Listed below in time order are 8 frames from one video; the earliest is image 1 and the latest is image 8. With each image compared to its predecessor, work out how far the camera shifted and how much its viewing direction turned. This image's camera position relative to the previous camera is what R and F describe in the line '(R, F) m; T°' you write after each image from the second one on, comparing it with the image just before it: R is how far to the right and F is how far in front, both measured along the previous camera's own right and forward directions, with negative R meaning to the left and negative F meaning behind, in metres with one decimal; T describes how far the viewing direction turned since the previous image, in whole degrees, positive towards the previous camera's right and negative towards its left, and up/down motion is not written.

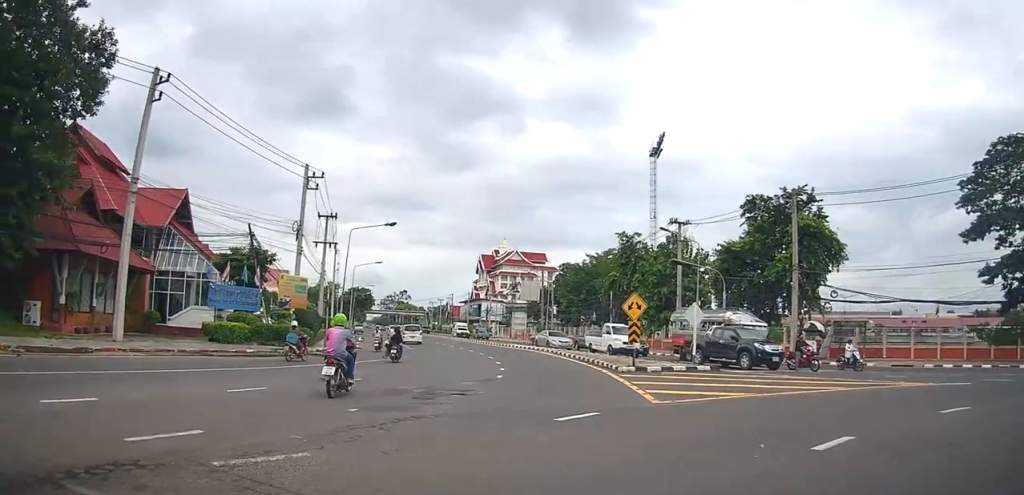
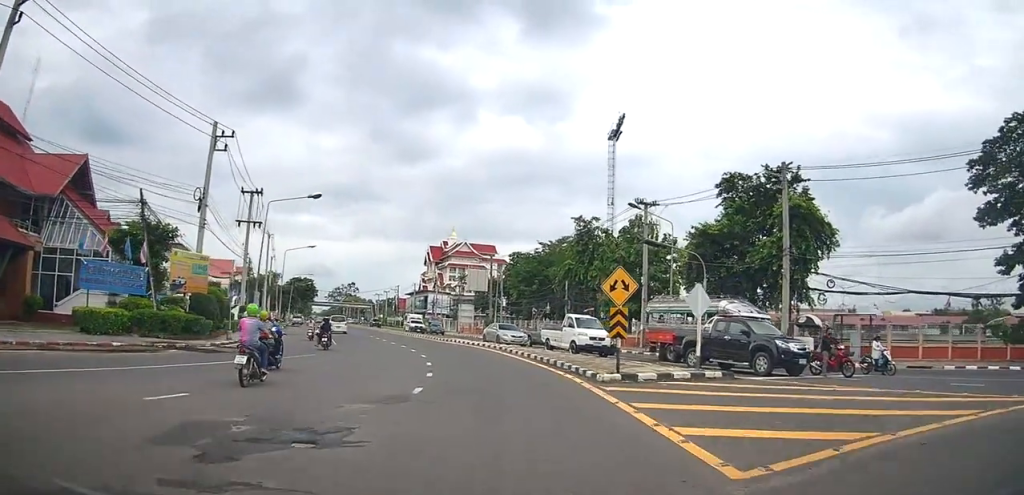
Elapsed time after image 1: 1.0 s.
(+0.3, +6.4) m; +4°
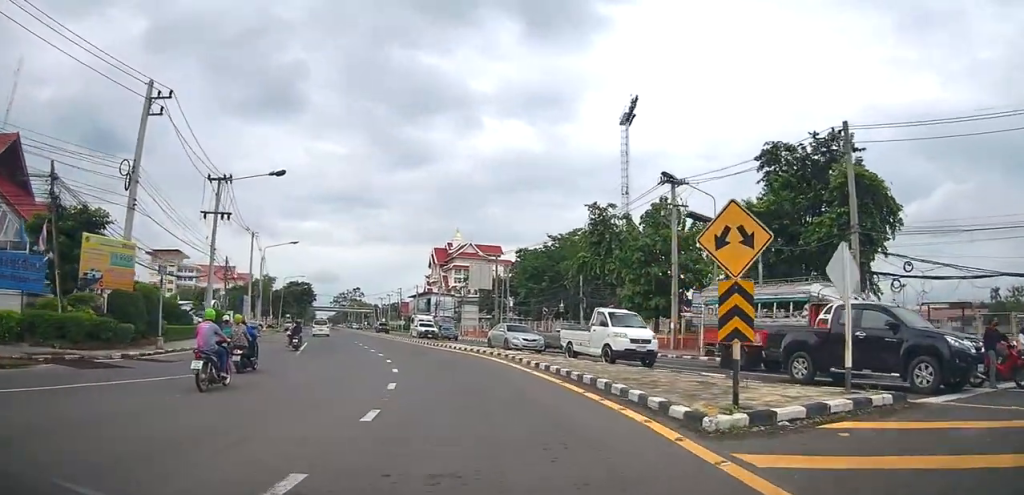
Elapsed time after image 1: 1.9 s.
(+0.1, +7.0) m; -2°
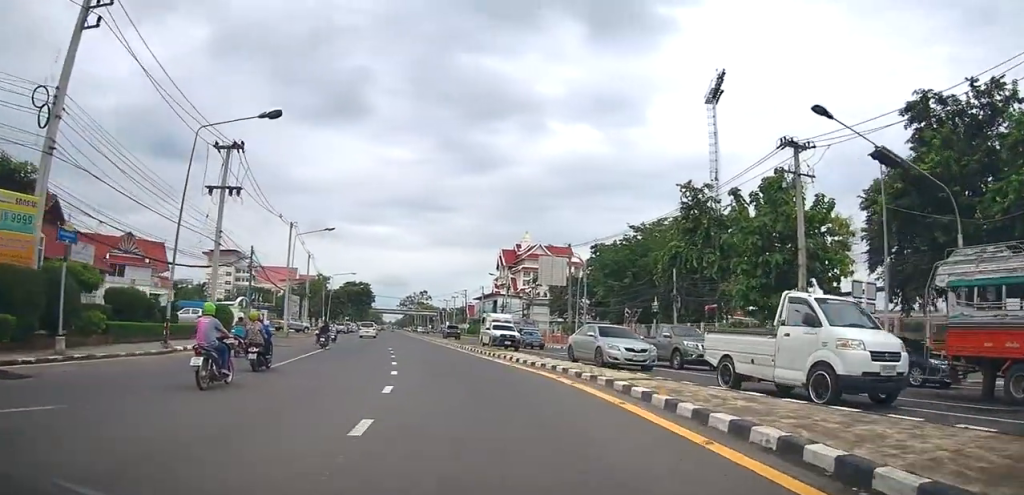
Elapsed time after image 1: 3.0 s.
(-0.5, +9.3) m; -8°
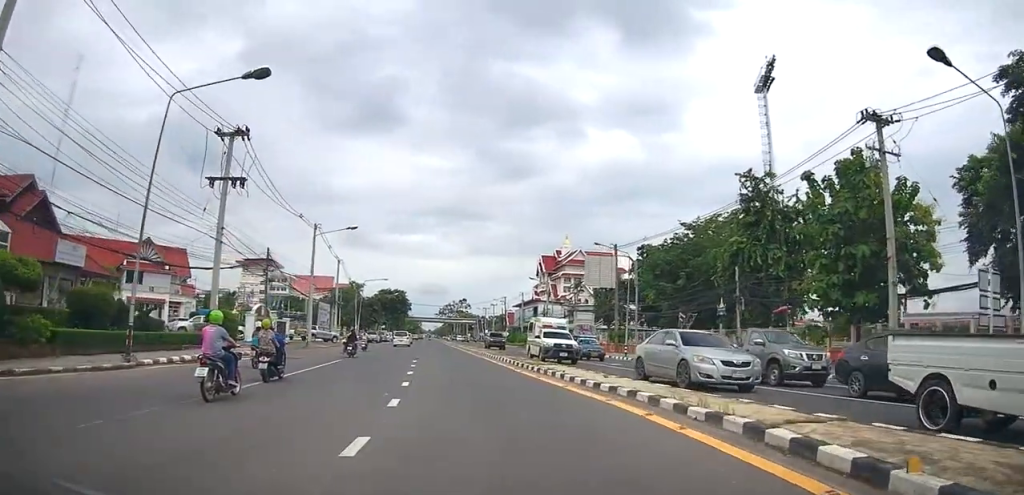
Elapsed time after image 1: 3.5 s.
(-0.2, +4.8) m; -3°
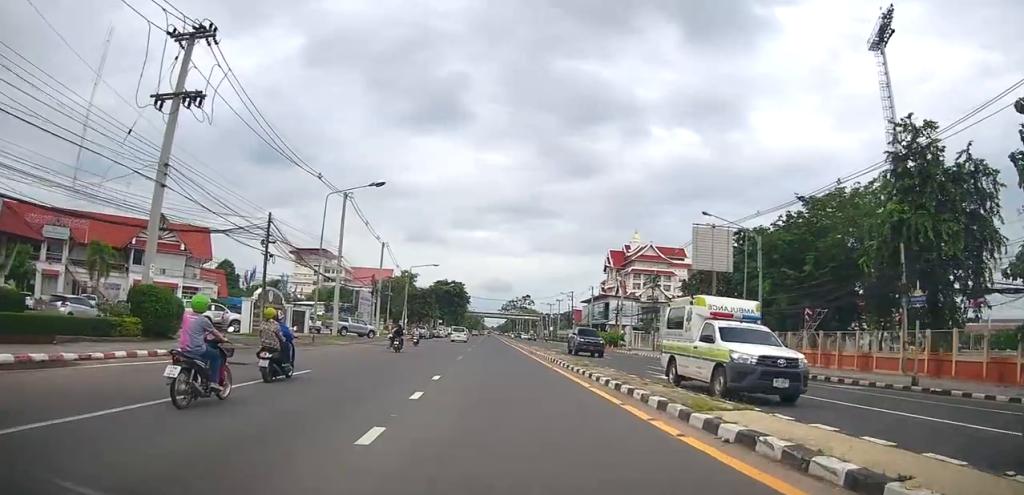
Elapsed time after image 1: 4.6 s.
(-0.5, +11.7) m; -5°
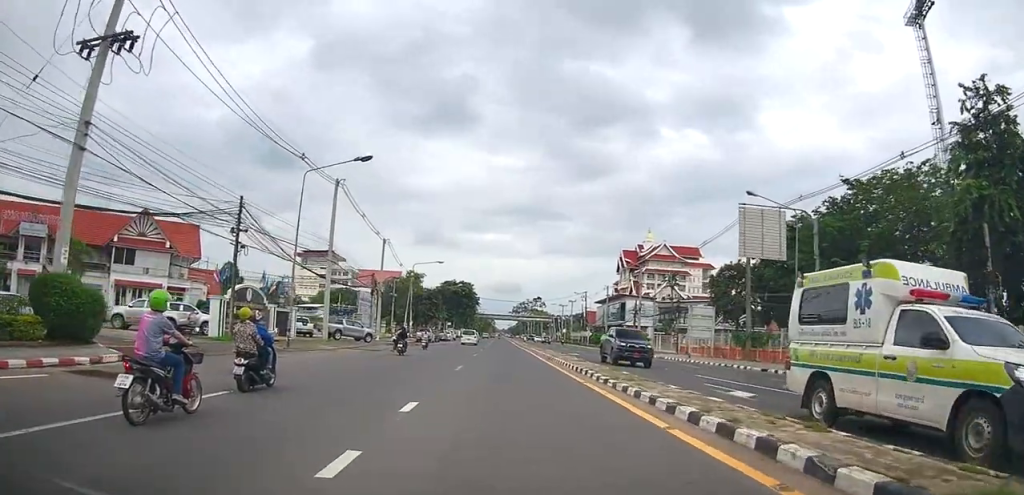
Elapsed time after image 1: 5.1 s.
(+0.2, +5.2) m; -2°
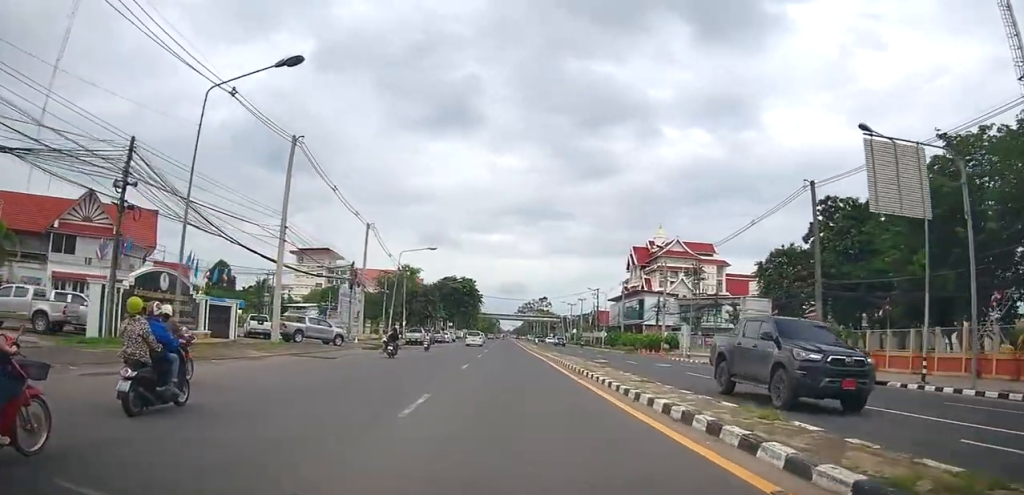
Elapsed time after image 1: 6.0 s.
(-0.7, +10.4) m; -1°
